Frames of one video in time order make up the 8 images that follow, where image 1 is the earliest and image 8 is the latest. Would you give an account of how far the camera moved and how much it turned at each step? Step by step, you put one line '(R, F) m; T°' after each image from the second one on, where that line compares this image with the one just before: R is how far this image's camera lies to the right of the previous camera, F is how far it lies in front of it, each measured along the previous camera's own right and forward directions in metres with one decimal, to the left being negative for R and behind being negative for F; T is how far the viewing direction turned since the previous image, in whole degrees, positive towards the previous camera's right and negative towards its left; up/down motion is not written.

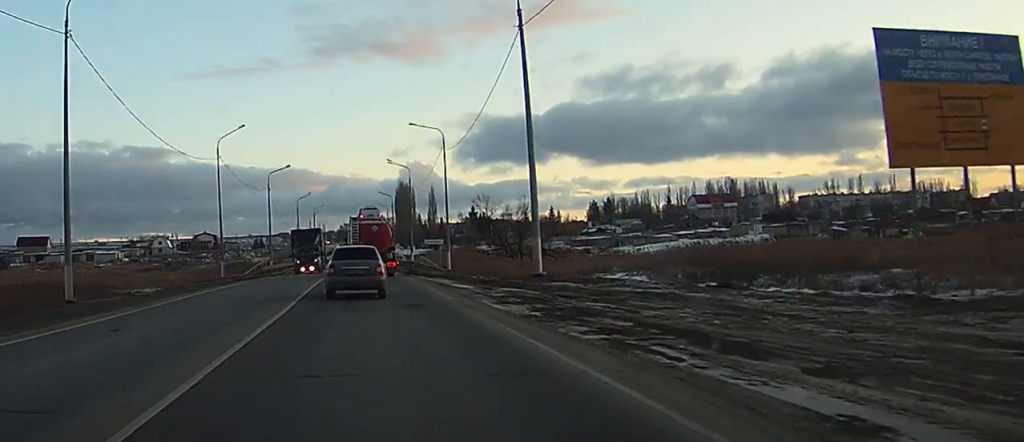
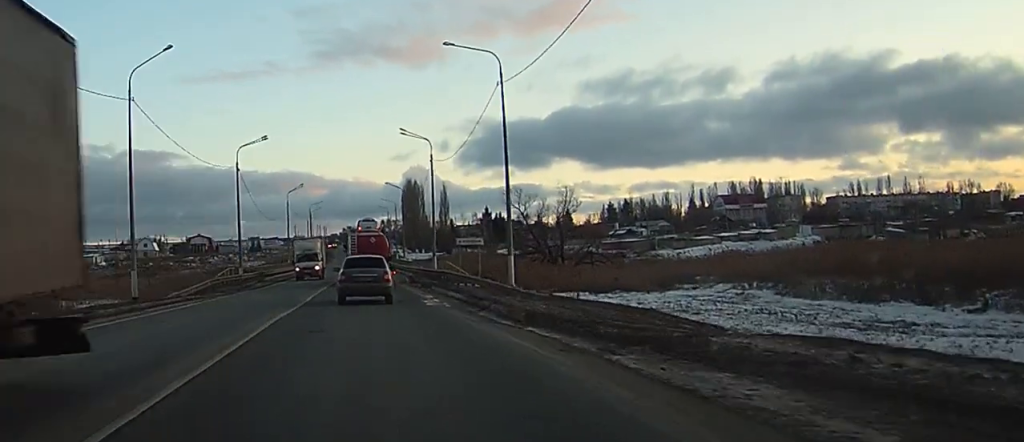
(-0.5, +28.2) m; -2°
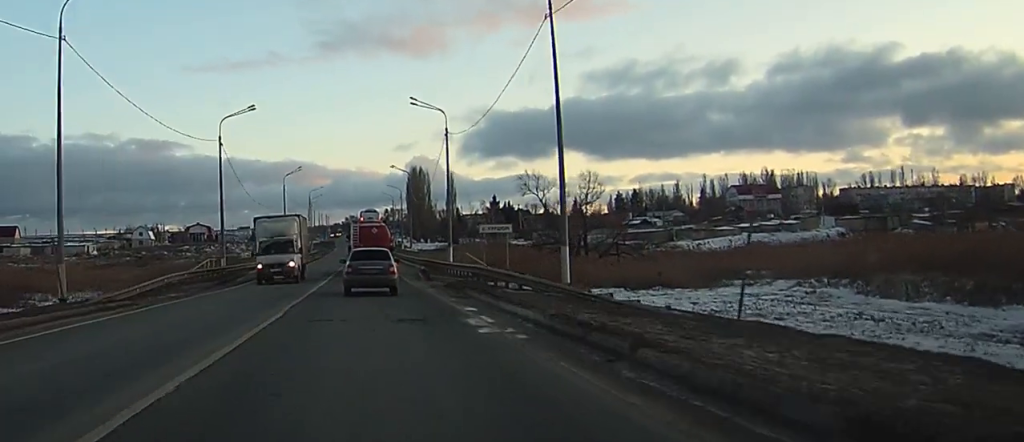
(0.0, +10.7) m; 0°
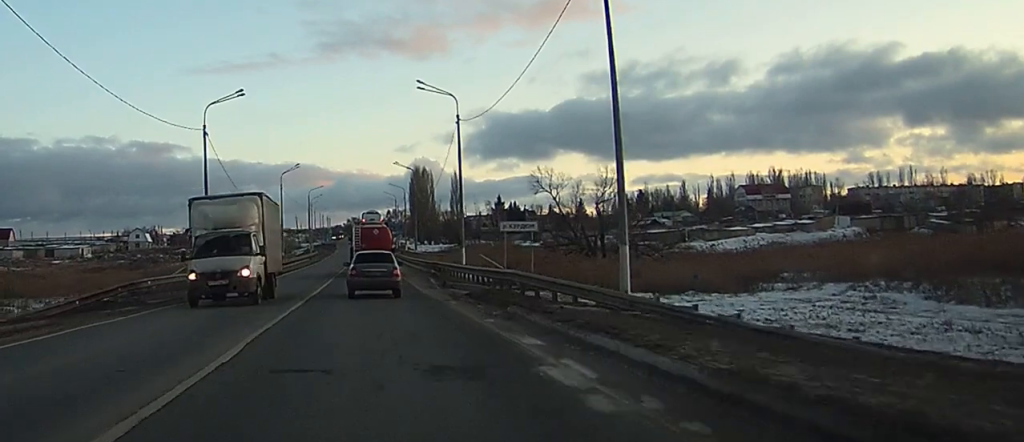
(-0.1, +6.9) m; 0°
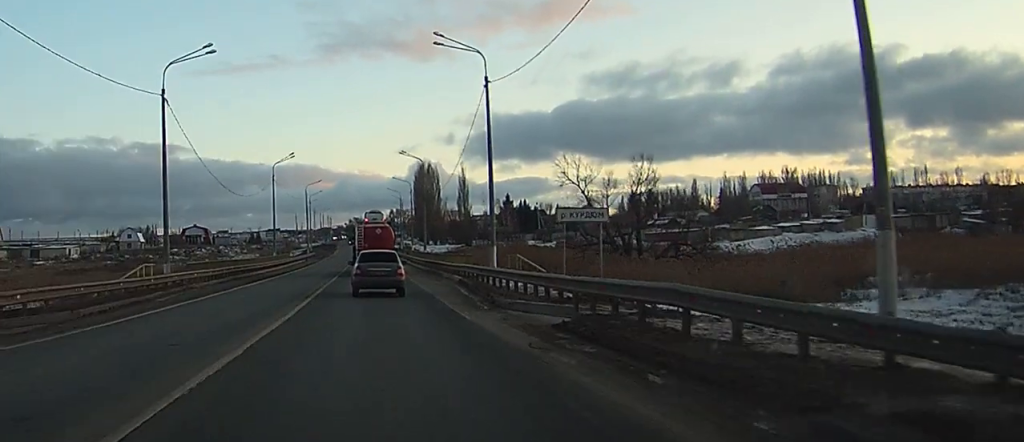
(+0.1, +12.4) m; 0°
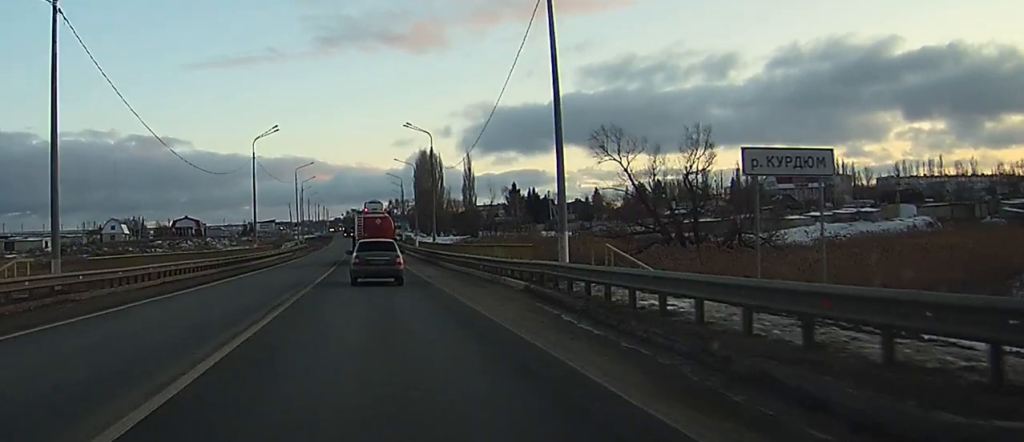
(+0.1, +15.7) m; 0°
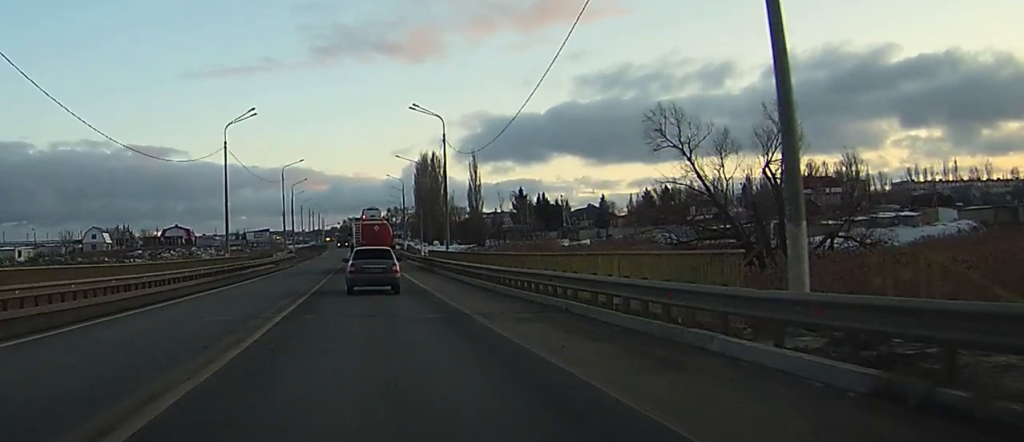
(0.0, +15.6) m; 0°
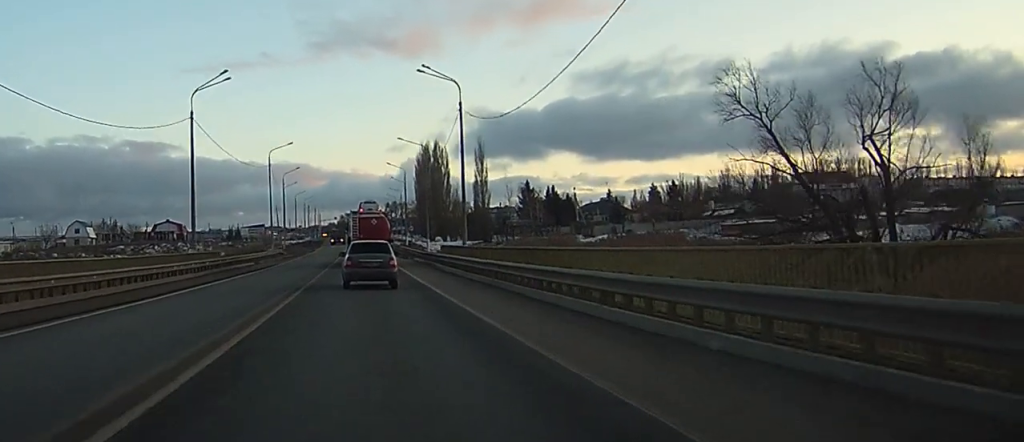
(0.0, +12.7) m; 0°
